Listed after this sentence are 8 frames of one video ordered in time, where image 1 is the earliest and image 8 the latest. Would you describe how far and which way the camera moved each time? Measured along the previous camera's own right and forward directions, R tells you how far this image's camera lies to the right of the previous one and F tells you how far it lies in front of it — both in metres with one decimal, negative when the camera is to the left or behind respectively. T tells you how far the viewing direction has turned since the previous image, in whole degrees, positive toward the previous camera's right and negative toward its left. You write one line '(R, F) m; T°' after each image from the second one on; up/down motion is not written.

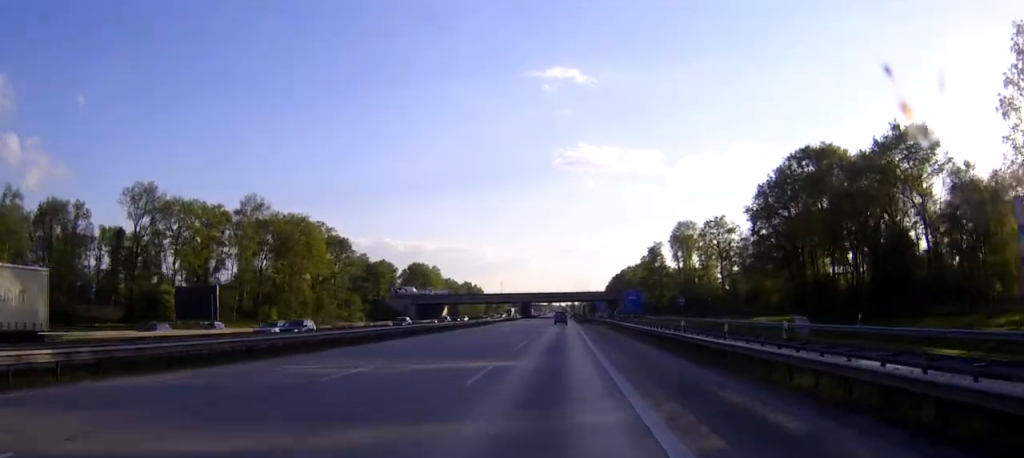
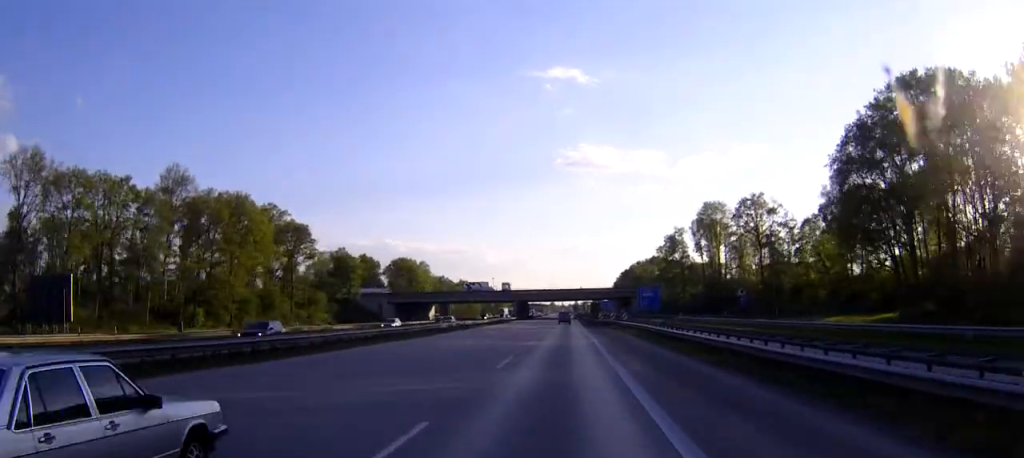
(0.0, +29.9) m; 0°
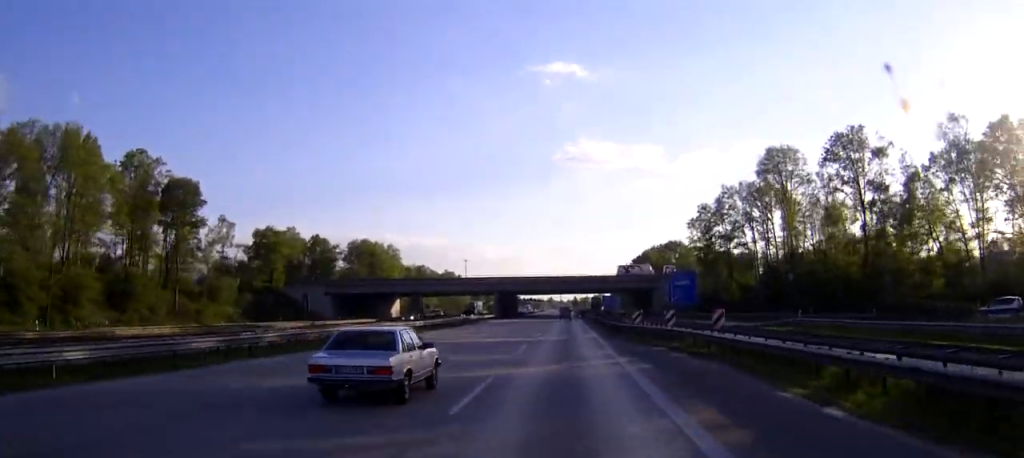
(-0.1, +46.5) m; 0°
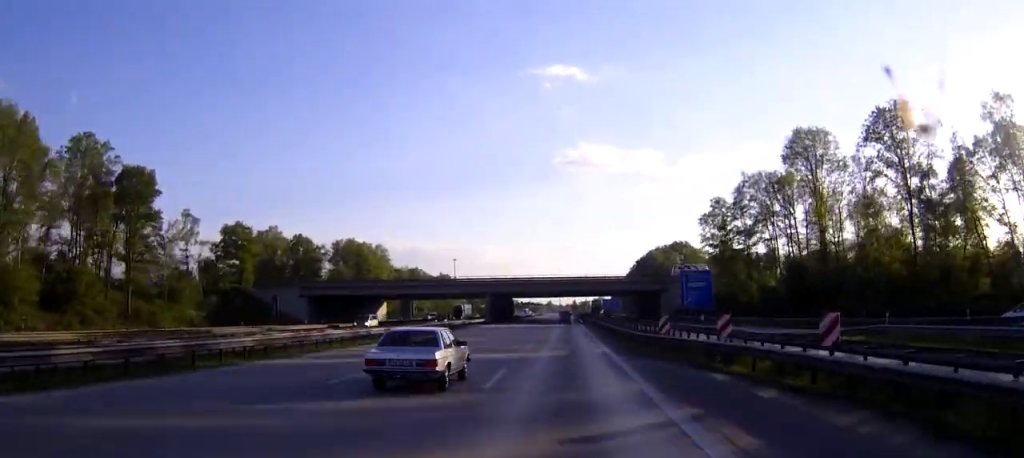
(0.0, +12.6) m; 0°
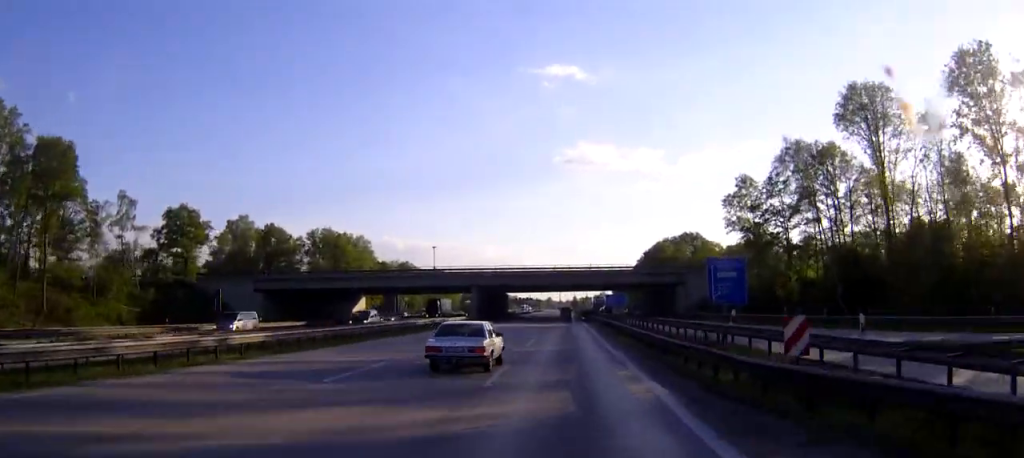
(0.0, +18.5) m; 0°
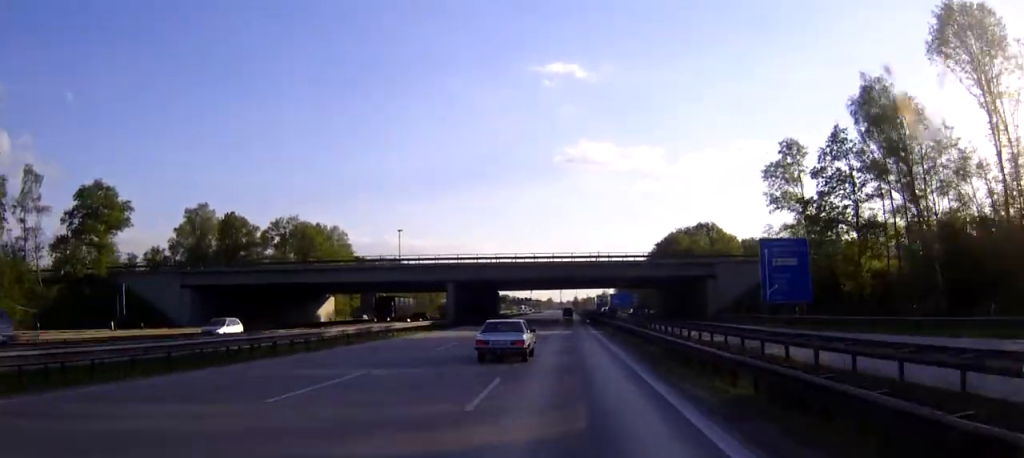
(+0.1, +21.4) m; 0°
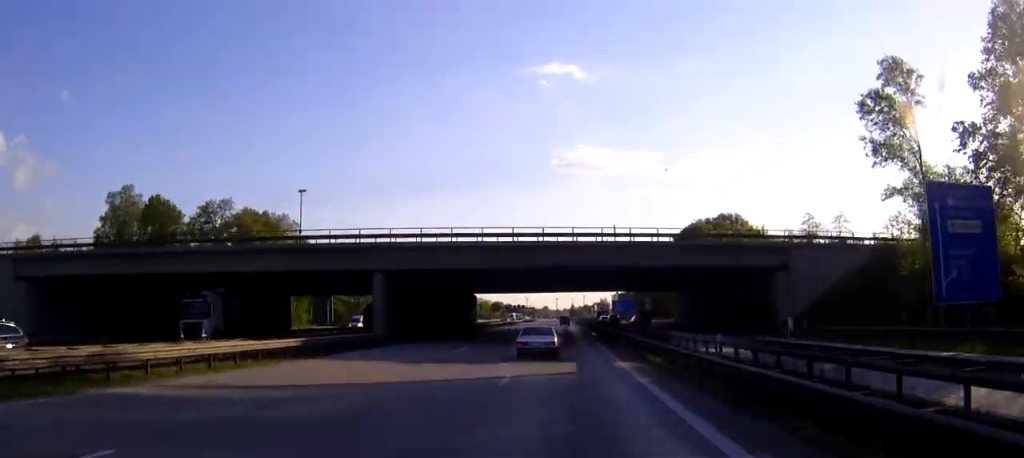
(0.0, +29.1) m; 0°
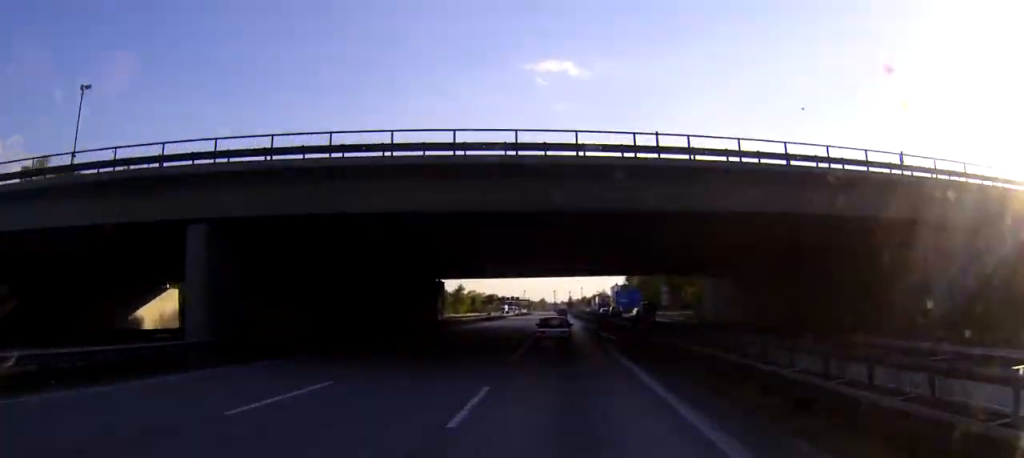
(0.0, +25.3) m; 0°
